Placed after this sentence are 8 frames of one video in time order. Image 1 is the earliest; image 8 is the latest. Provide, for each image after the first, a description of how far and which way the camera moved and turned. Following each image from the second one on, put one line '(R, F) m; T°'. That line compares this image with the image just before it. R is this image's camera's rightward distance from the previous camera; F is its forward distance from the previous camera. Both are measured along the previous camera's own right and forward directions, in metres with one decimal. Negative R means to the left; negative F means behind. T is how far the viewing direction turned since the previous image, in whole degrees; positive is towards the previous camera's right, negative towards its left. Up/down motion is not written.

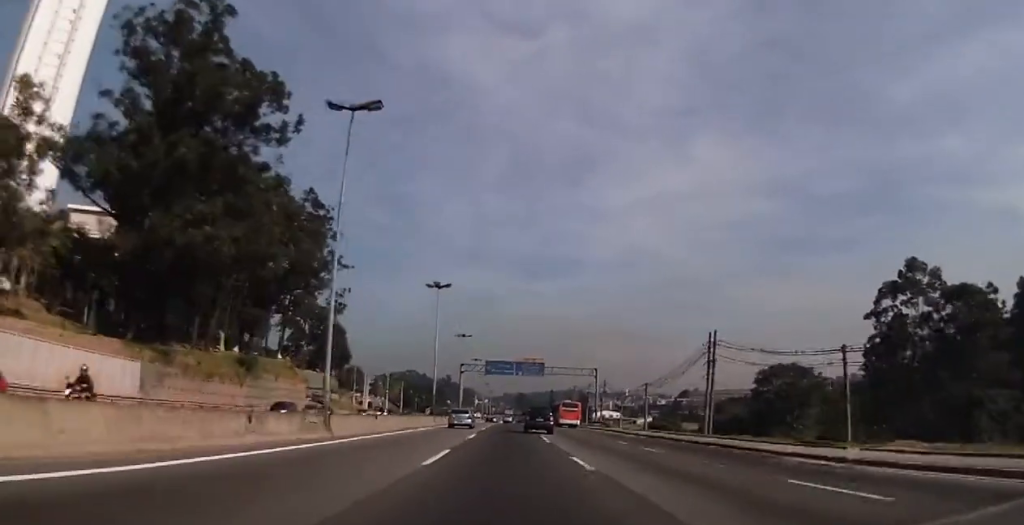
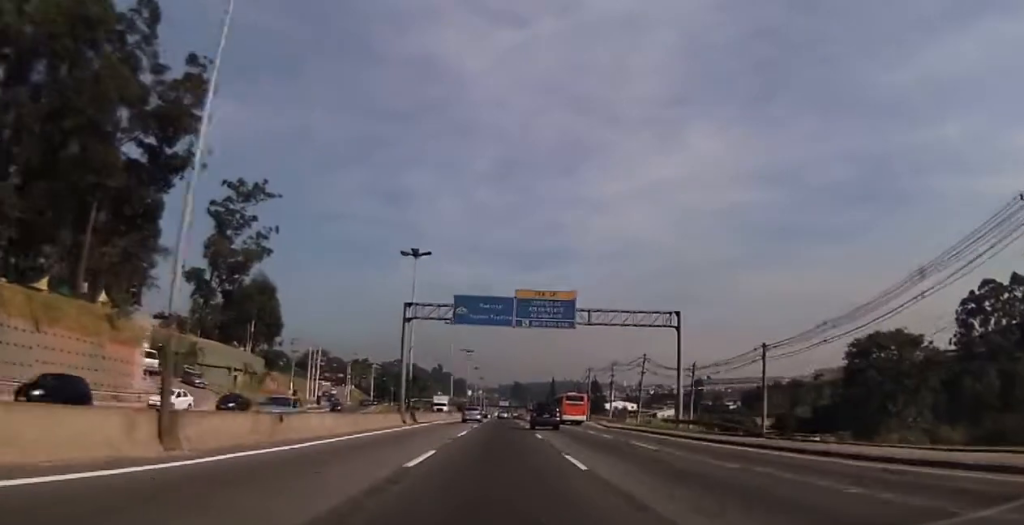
(+0.2, +46.6) m; +1°
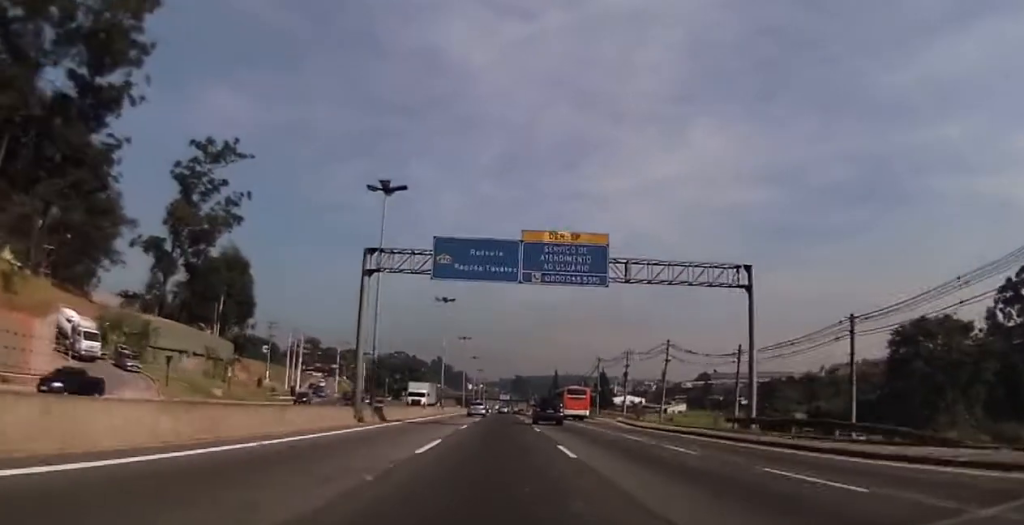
(+0.1, +14.6) m; 0°
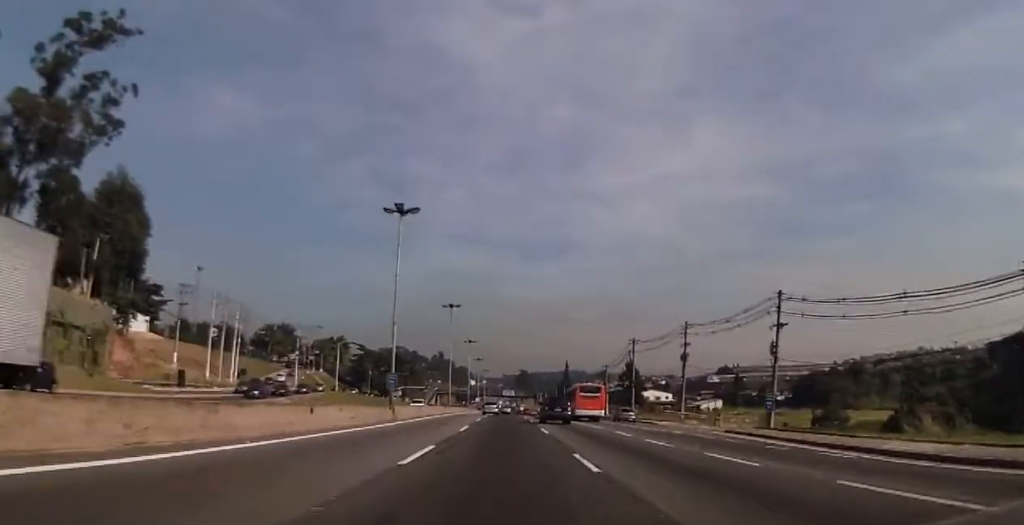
(-0.2, +32.3) m; -1°
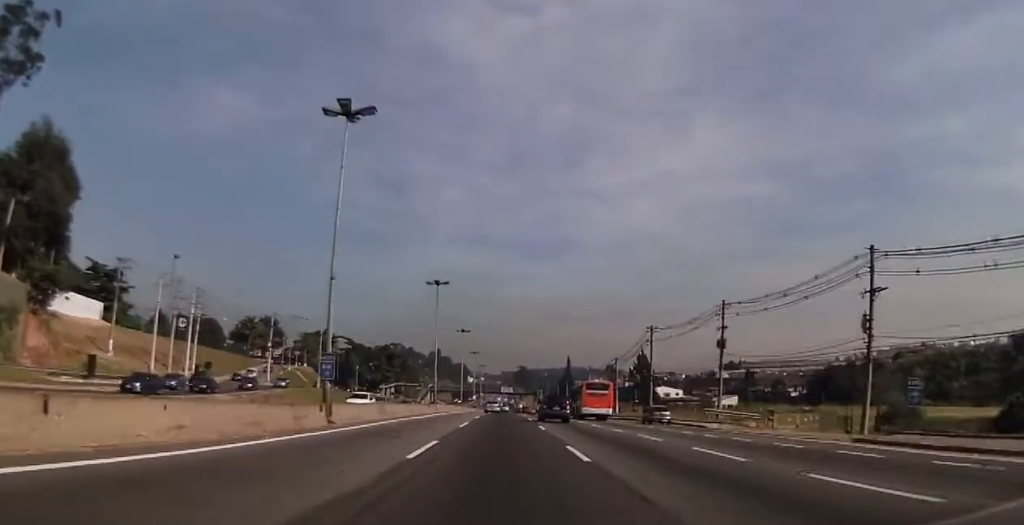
(-0.1, +13.3) m; 0°
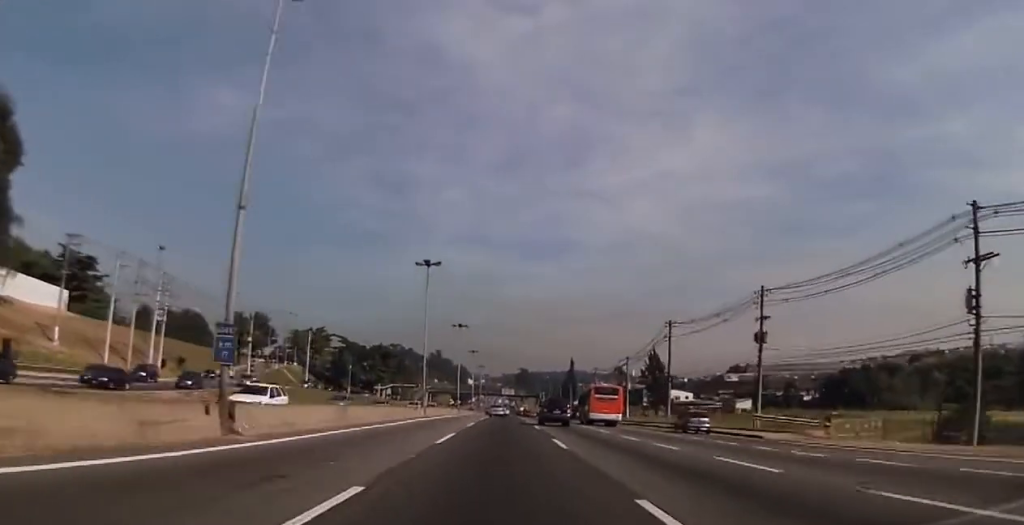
(0.0, +9.4) m; 0°
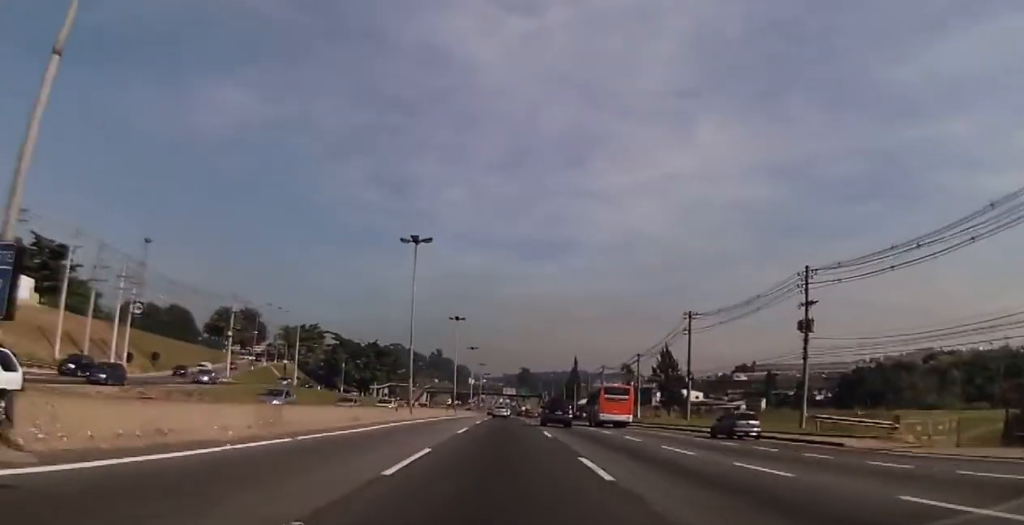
(0.0, +8.2) m; 0°
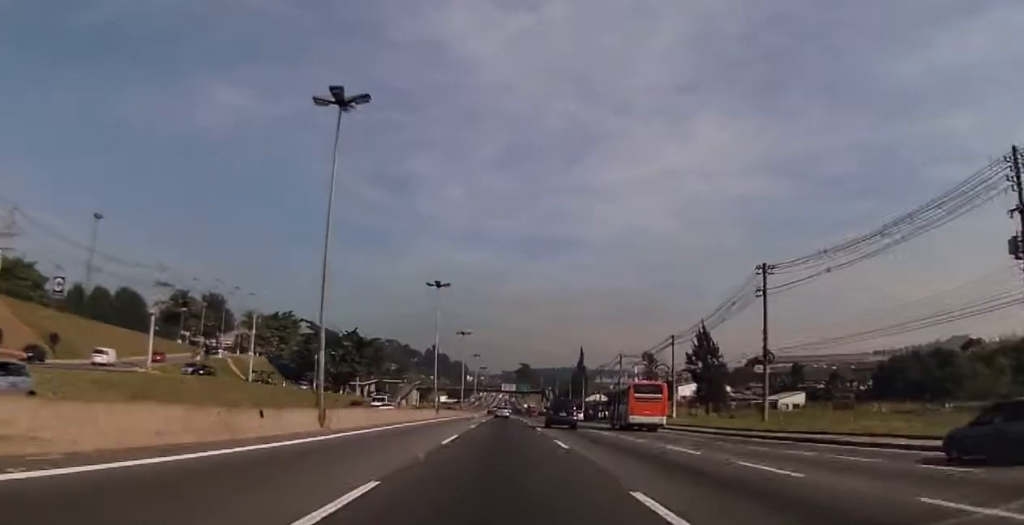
(0.0, +22.5) m; 0°
